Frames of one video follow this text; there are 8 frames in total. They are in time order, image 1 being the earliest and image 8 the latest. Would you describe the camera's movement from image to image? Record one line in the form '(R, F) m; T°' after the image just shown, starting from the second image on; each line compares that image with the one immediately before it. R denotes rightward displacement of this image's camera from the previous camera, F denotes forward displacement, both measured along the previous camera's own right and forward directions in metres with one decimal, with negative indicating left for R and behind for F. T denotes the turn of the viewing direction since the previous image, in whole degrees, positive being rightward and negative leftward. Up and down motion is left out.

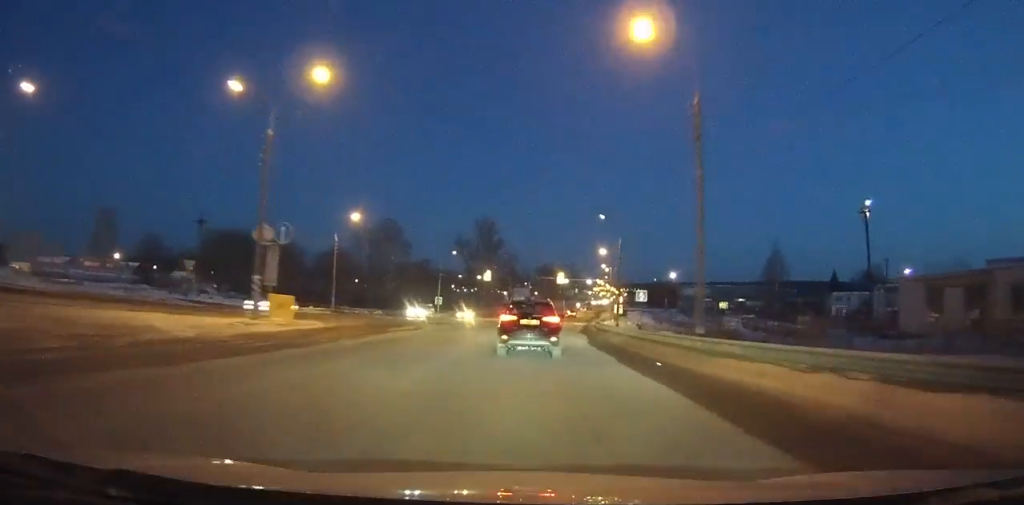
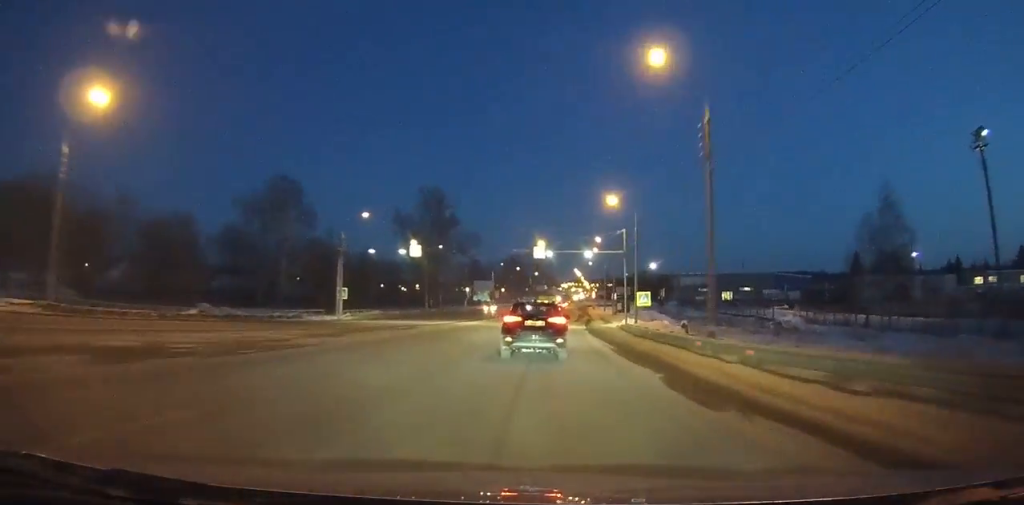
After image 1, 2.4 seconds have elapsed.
(+0.7, +37.3) m; +2°
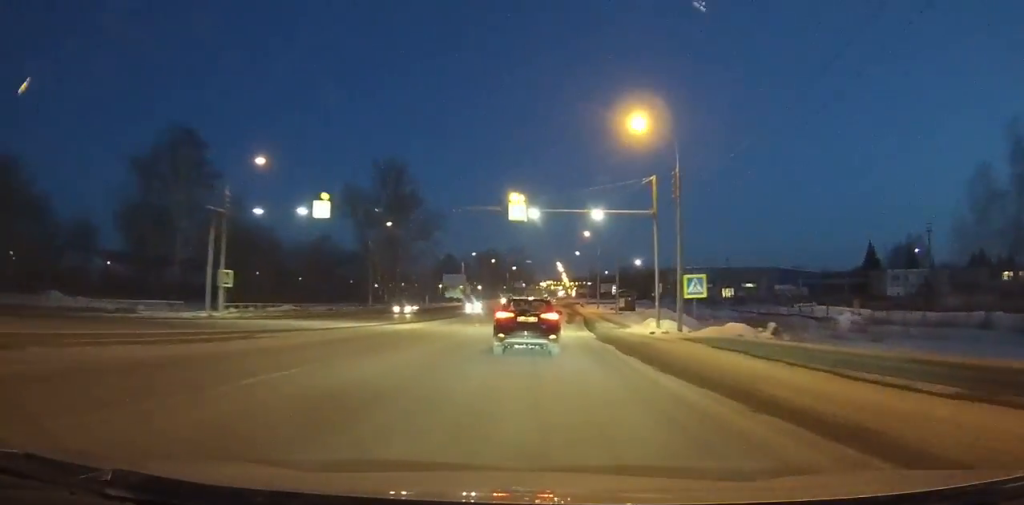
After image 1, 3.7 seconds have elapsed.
(+0.2, +20.4) m; +2°
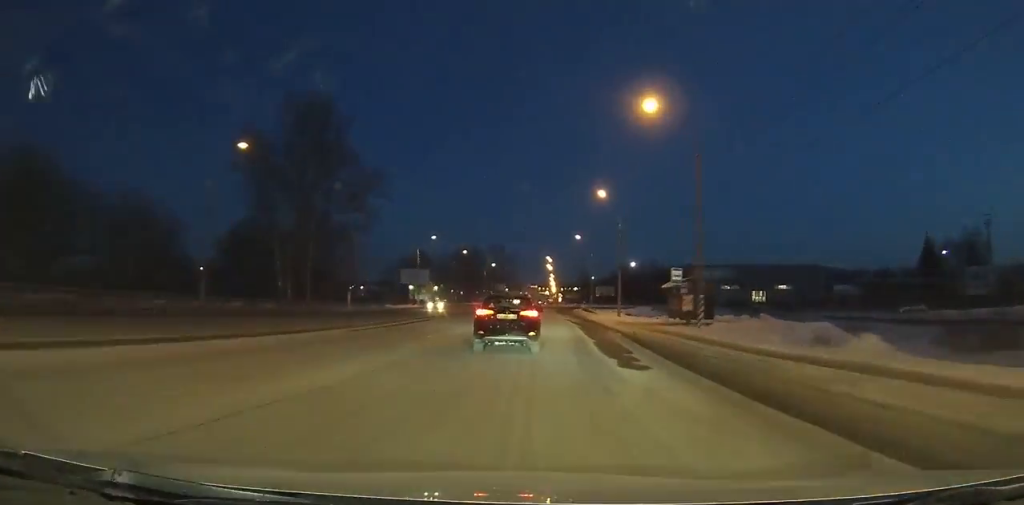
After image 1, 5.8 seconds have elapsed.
(+0.8, +33.5) m; +2°
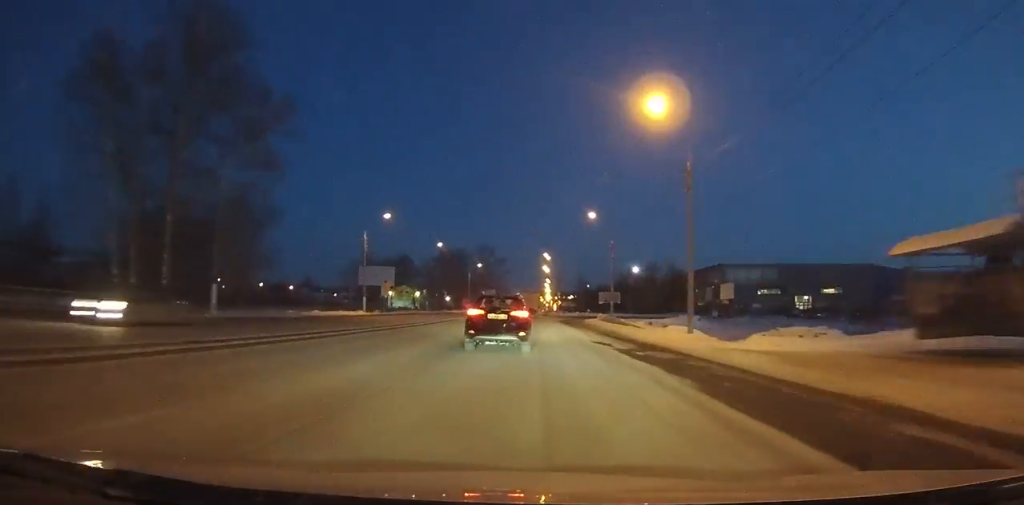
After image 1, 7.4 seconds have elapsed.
(+0.2, +25.6) m; +1°
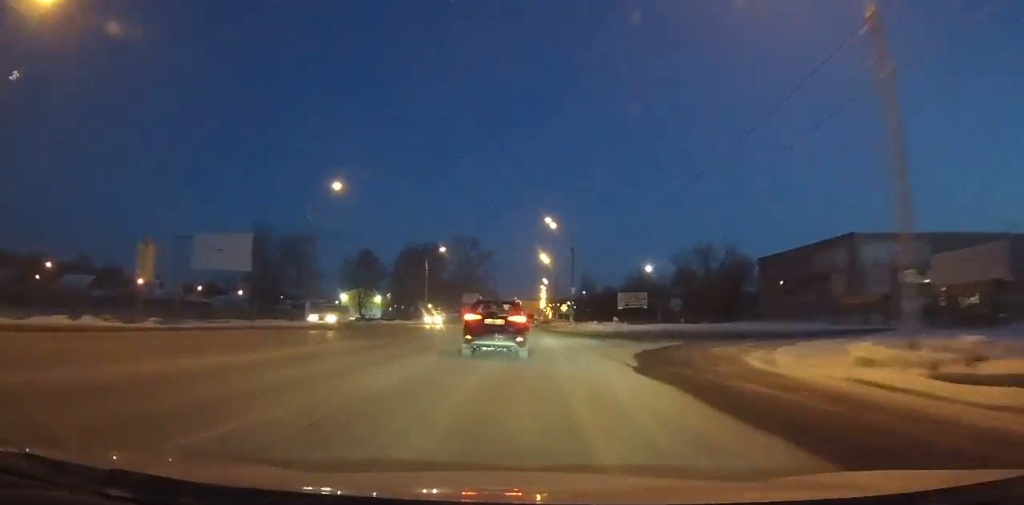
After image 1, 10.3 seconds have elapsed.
(+0.5, +46.5) m; +1°
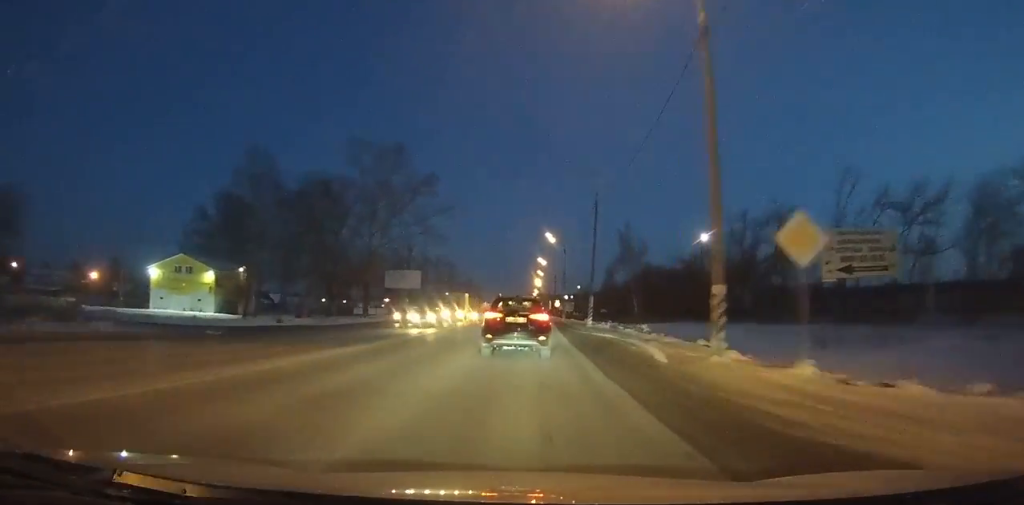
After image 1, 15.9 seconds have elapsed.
(0.0, +88.3) m; 0°
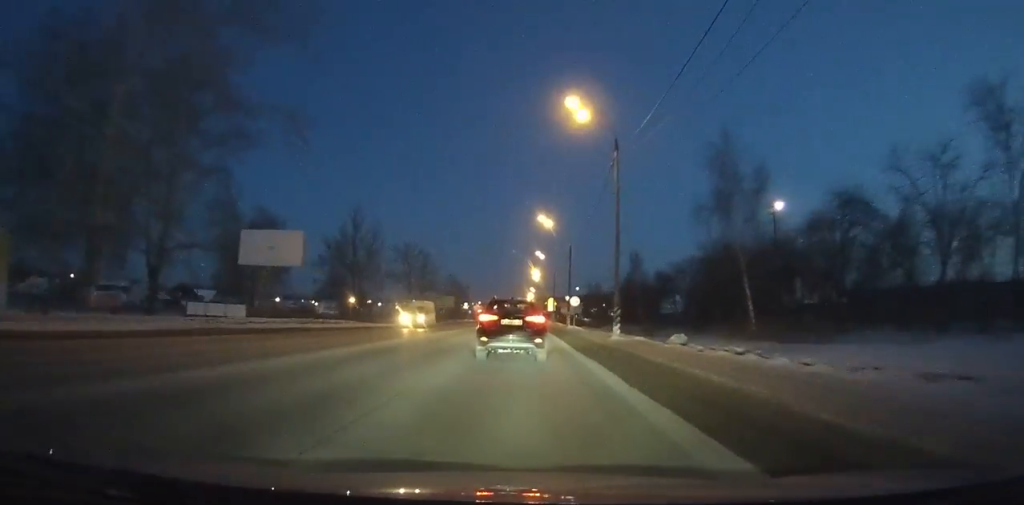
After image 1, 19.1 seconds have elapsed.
(+0.4, +49.7) m; 0°
